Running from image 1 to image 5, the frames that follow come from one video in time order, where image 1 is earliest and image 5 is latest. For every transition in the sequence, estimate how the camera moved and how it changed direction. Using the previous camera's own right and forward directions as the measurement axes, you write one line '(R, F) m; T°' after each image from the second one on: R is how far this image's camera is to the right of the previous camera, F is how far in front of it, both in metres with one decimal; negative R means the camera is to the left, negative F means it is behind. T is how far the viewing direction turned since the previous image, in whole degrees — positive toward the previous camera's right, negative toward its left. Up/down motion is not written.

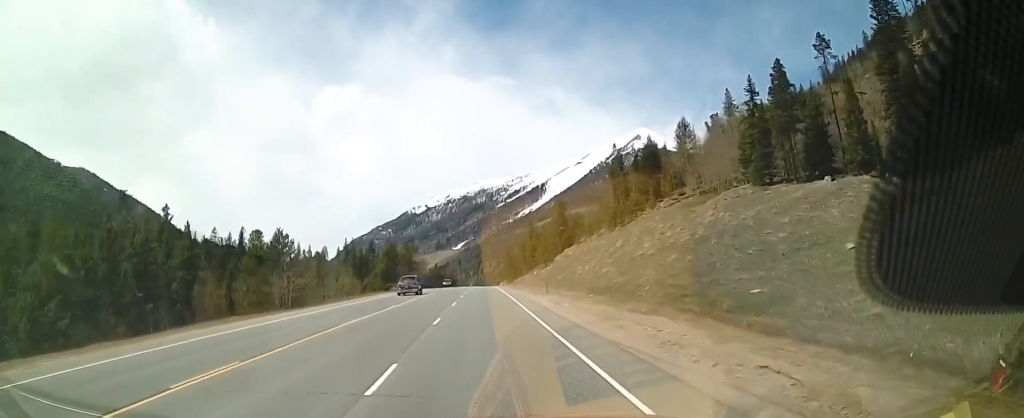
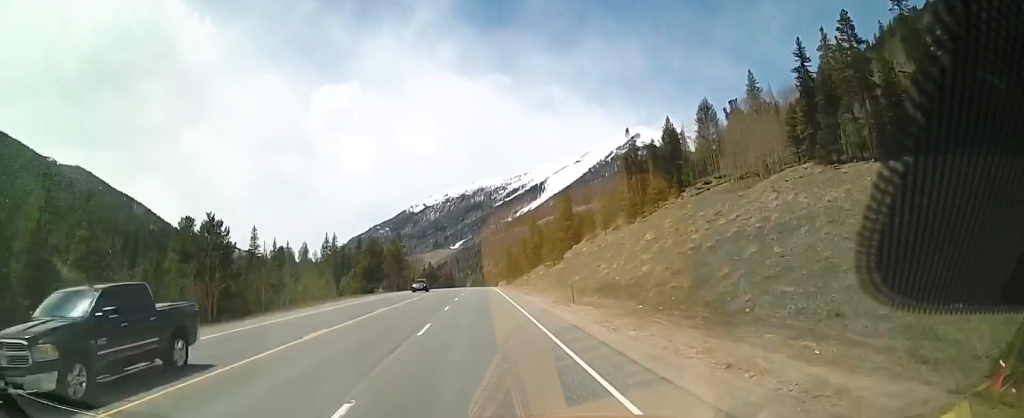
(0.0, +14.8) m; -1°
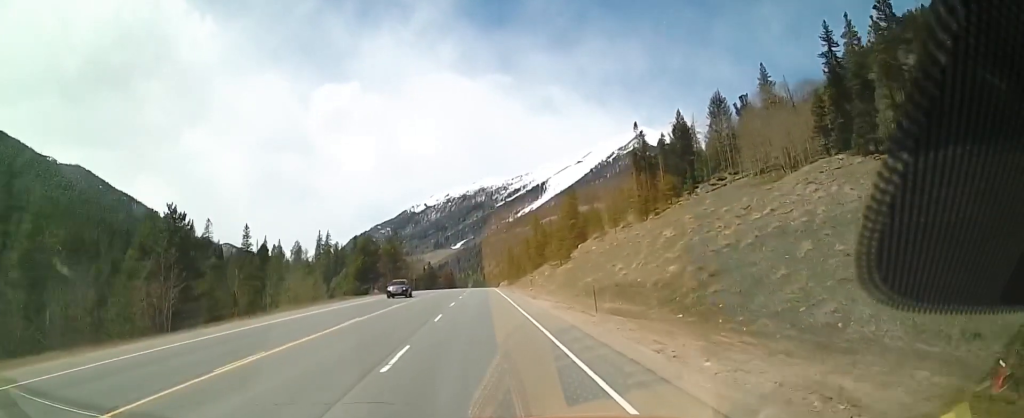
(+0.1, +6.0) m; -1°
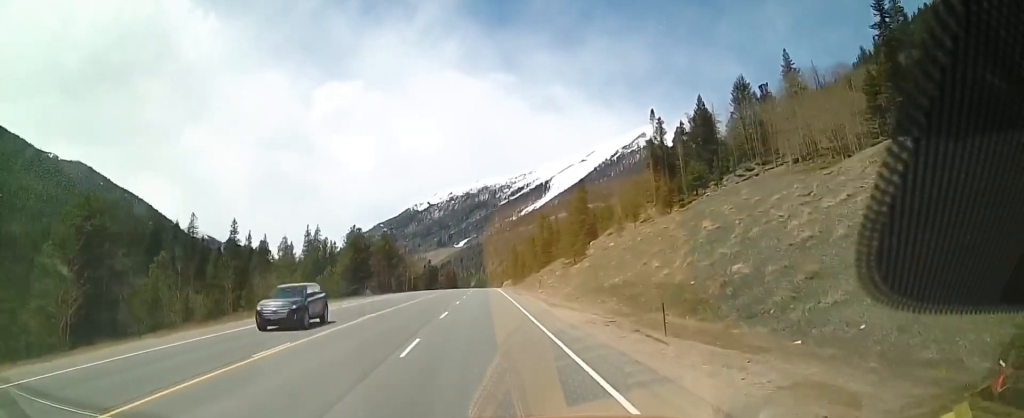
(-0.2, +9.5) m; -1°
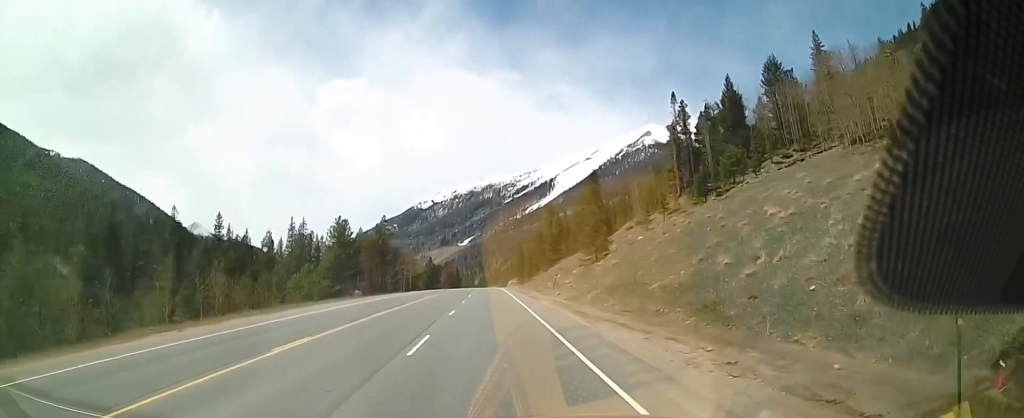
(-0.2, +10.8) m; 0°
